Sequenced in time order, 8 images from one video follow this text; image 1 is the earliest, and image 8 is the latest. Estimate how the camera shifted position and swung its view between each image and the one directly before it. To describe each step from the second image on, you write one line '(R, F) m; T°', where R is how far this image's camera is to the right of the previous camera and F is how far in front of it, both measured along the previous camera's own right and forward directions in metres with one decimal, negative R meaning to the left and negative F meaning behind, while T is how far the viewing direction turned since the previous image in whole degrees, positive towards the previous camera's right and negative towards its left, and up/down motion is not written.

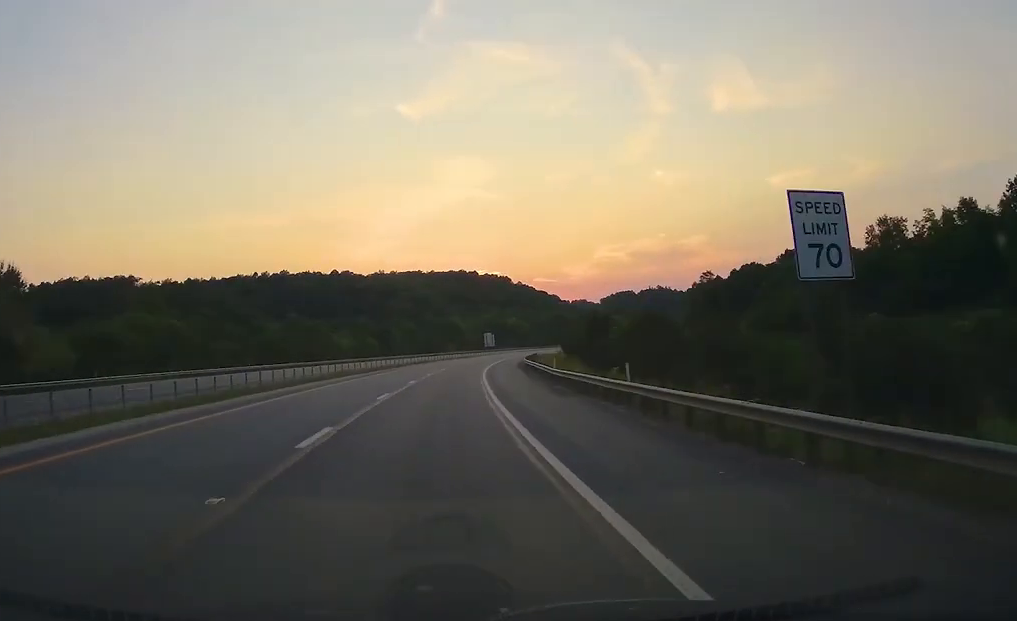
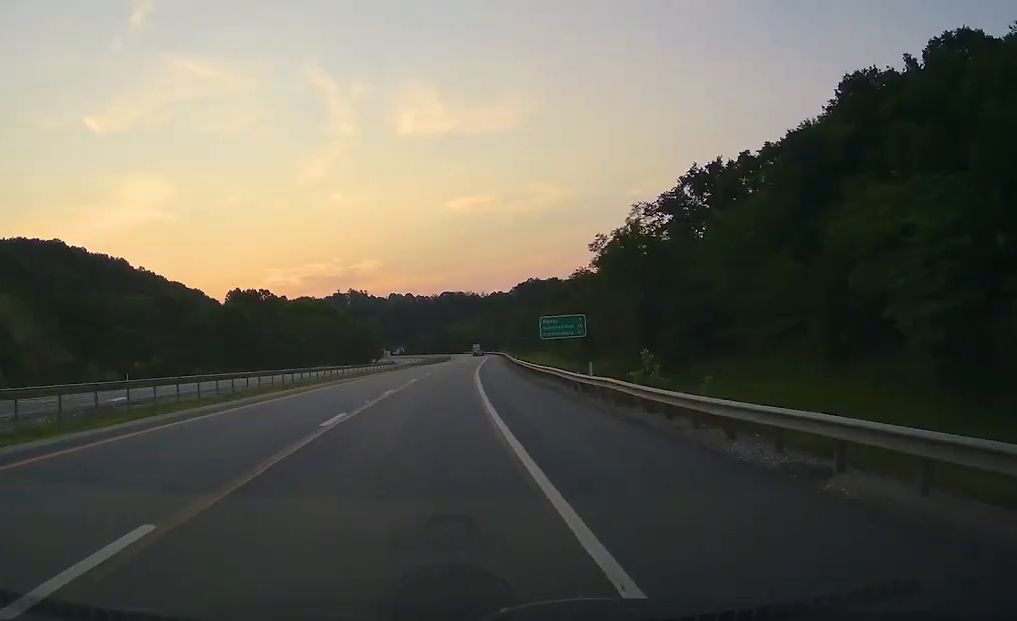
(+73.6, +312.5) m; +23°
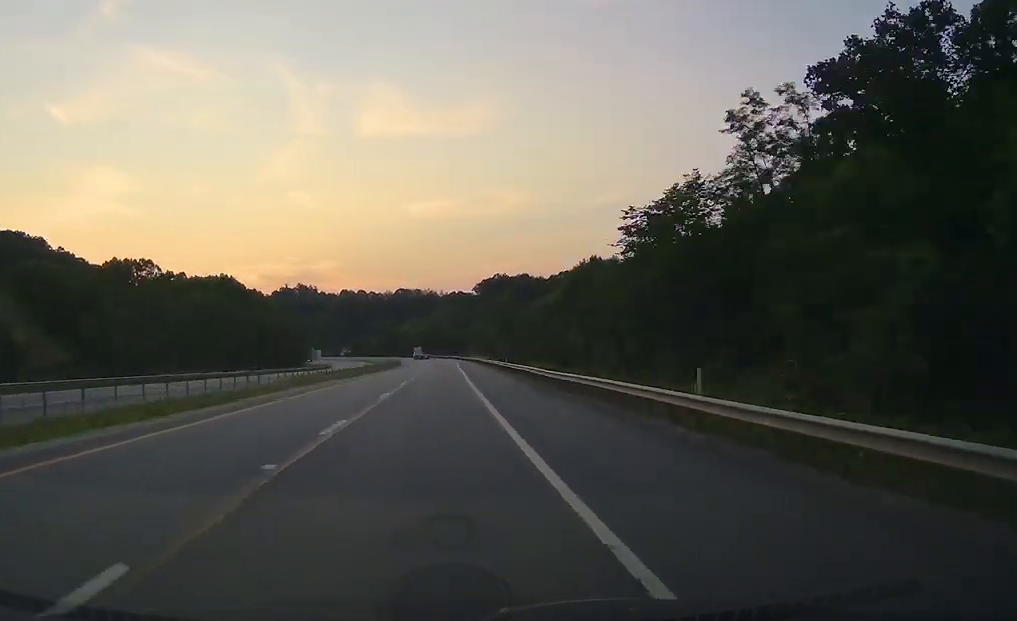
(+1.8, +60.9) m; 0°
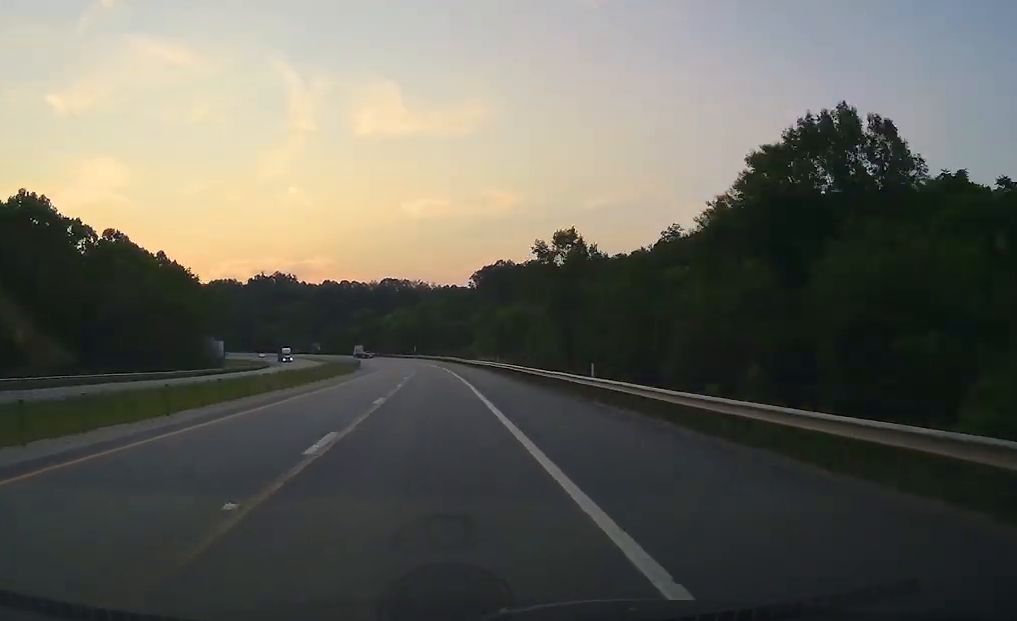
(+3.4, +74.7) m; -1°
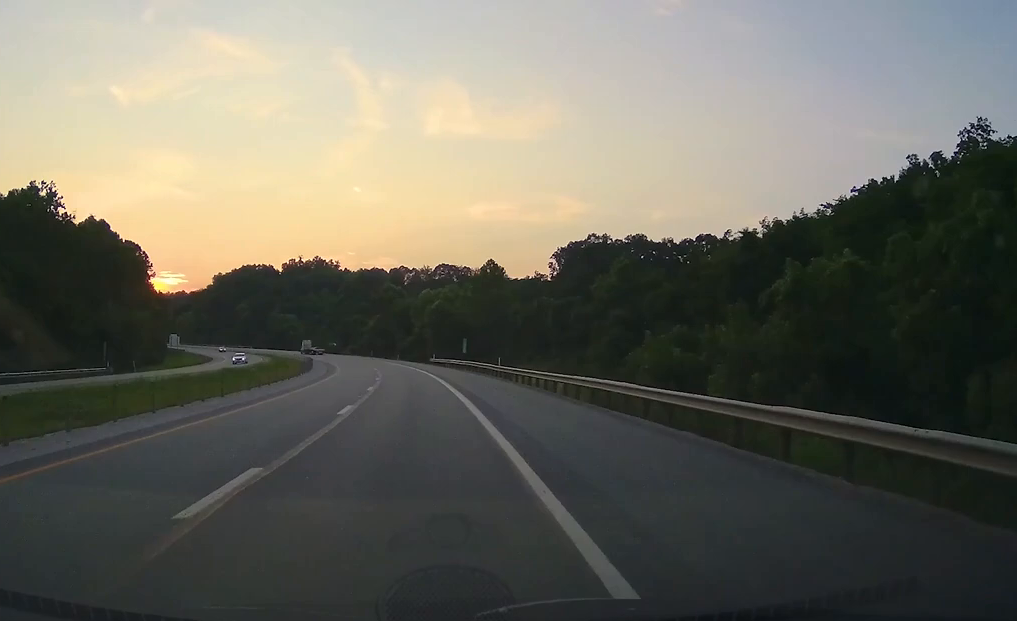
(-5.0, +101.4) m; -7°
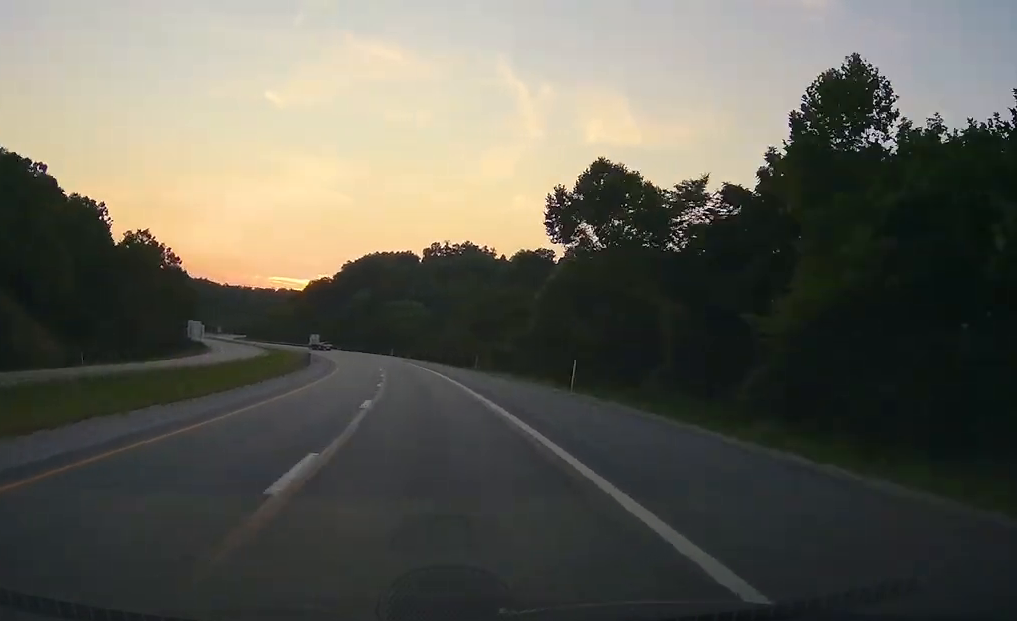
(-12.1, +121.8) m; -12°
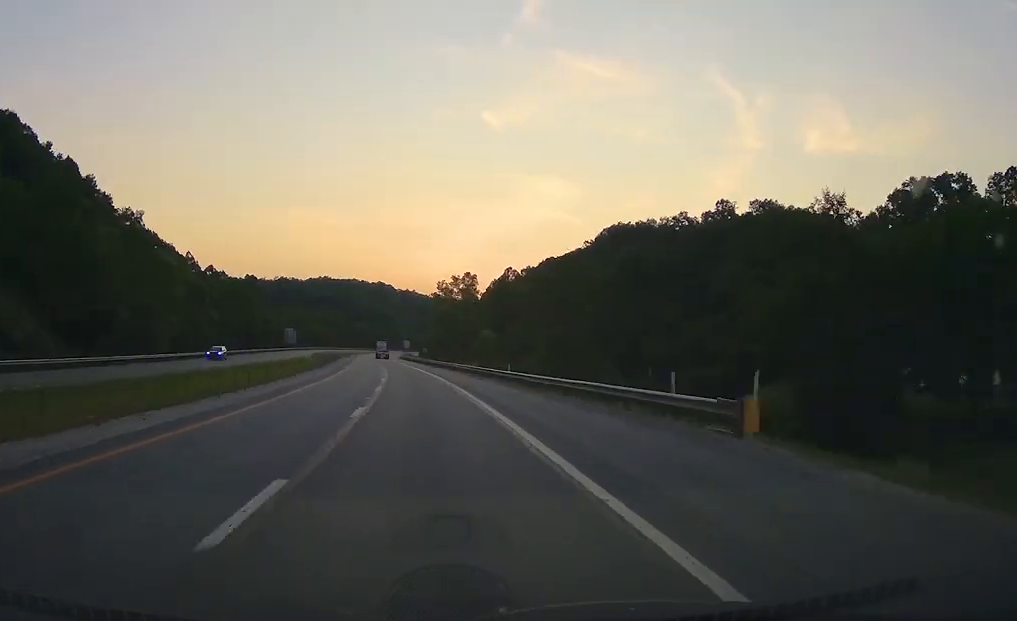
(-27.7, +178.6) m; -15°
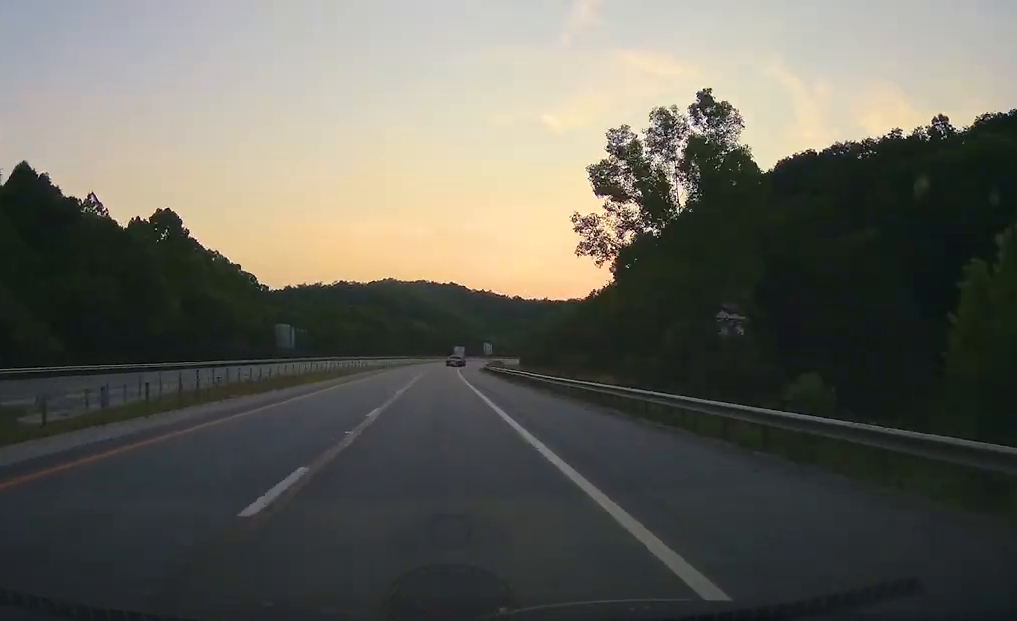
(-6.9, +109.9) m; -1°
